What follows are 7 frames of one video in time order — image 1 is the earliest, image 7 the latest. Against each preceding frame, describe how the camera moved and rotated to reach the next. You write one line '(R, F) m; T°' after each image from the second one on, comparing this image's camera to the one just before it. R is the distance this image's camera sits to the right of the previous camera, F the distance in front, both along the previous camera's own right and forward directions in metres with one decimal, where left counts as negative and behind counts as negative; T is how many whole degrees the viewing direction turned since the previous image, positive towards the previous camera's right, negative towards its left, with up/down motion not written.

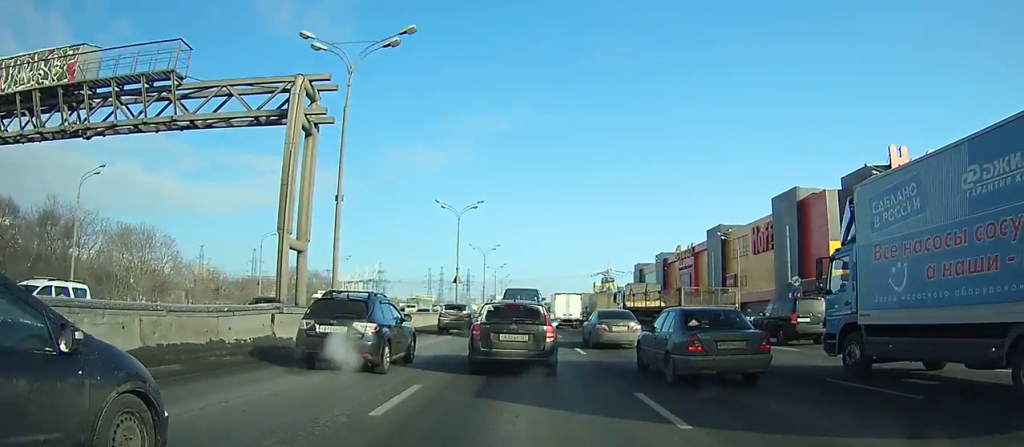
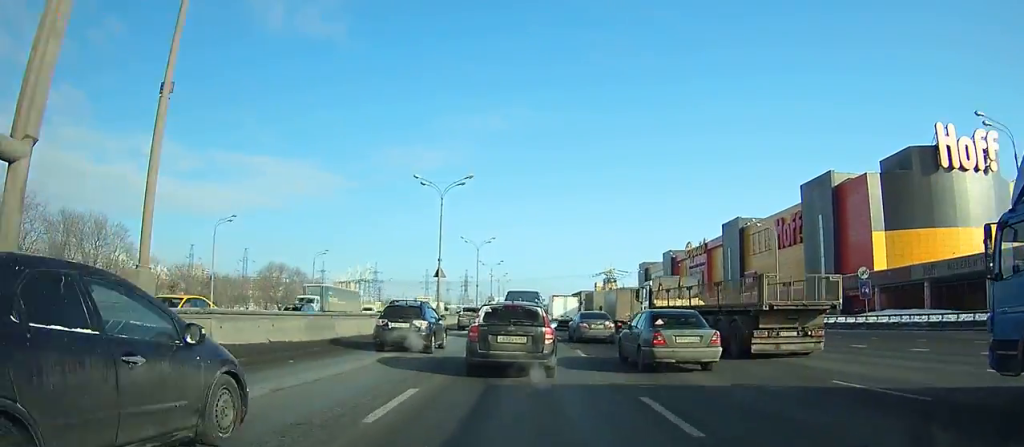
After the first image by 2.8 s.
(0.0, +12.1) m; +1°
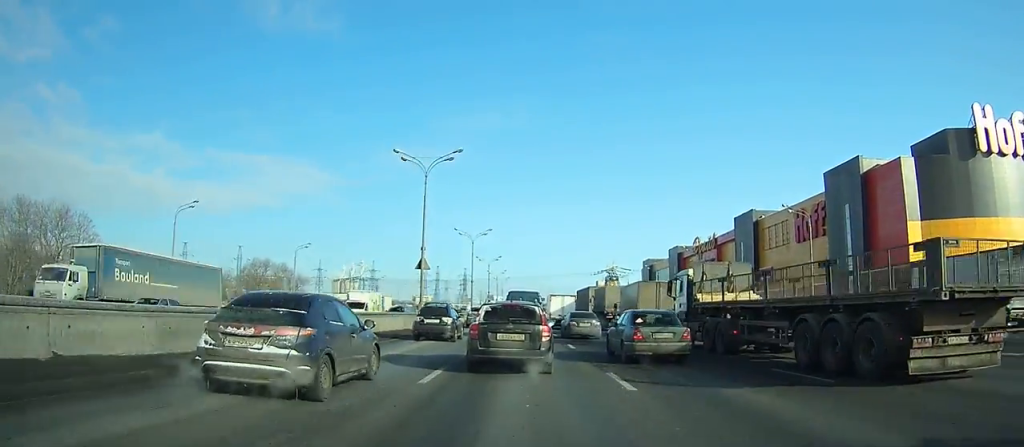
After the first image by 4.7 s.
(+0.1, +8.4) m; 0°
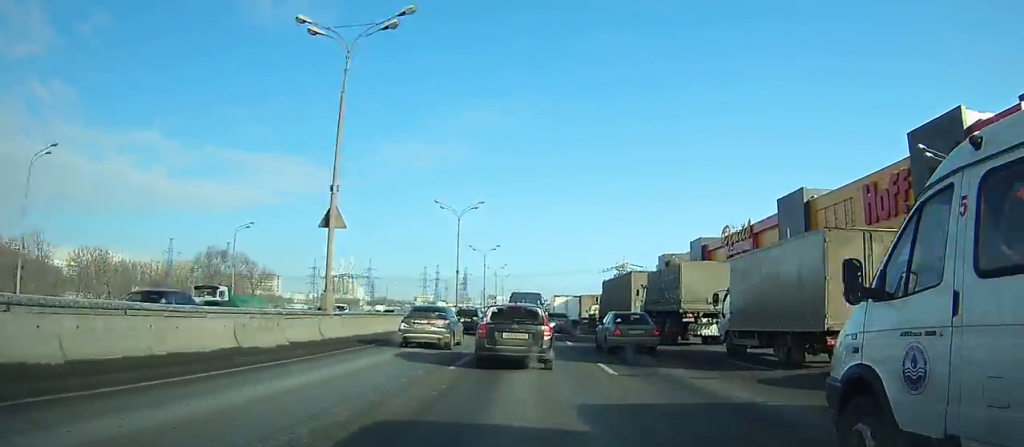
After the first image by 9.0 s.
(-0.1, +19.8) m; -1°
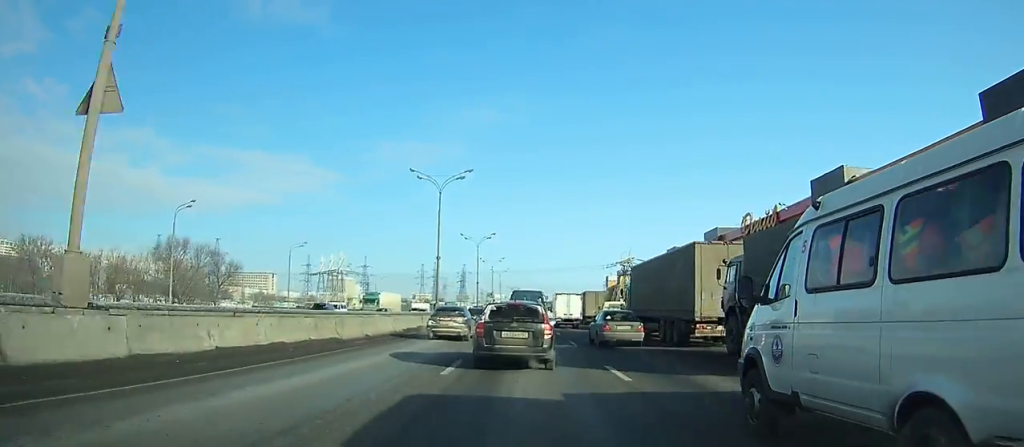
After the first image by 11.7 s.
(0.0, +12.9) m; 0°
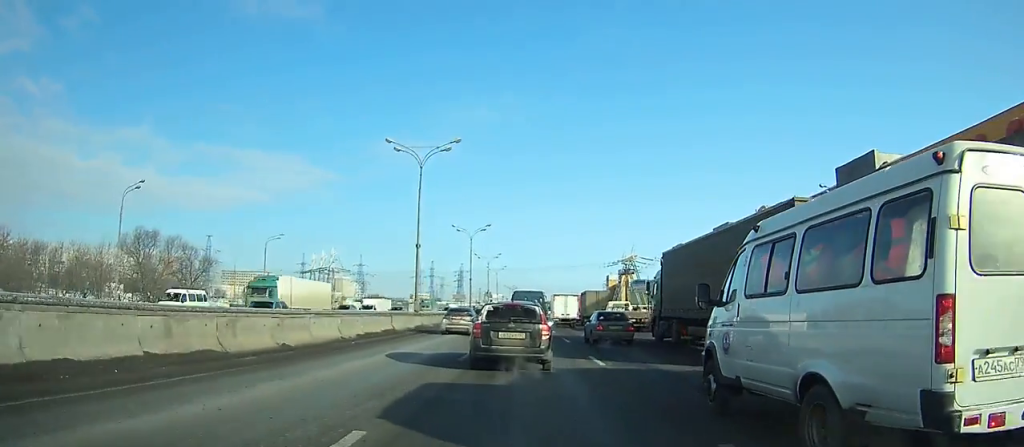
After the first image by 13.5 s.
(0.0, +8.8) m; 0°
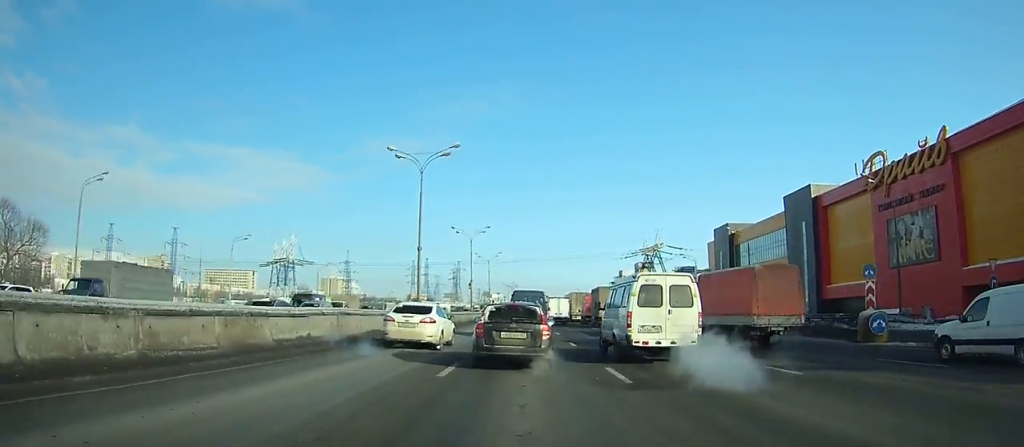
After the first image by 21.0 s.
(-0.8, +42.7) m; -2°
